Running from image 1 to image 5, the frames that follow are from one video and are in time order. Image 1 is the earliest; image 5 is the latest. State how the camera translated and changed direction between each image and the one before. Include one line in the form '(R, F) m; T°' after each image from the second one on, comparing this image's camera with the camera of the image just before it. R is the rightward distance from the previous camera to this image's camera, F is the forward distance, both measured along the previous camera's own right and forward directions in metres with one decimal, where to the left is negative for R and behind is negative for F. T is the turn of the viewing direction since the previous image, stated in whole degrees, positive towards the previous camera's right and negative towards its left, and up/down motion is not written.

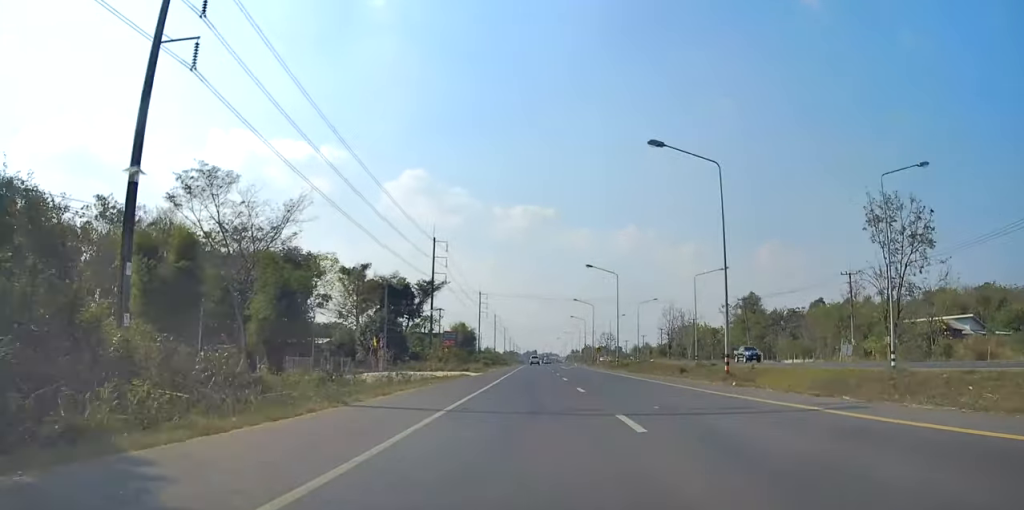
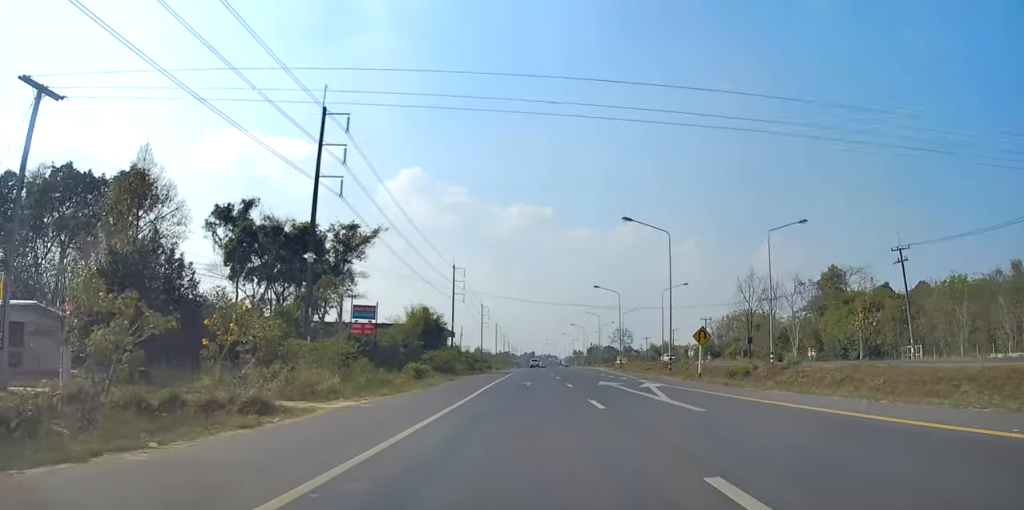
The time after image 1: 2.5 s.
(+0.2, +54.8) m; 0°
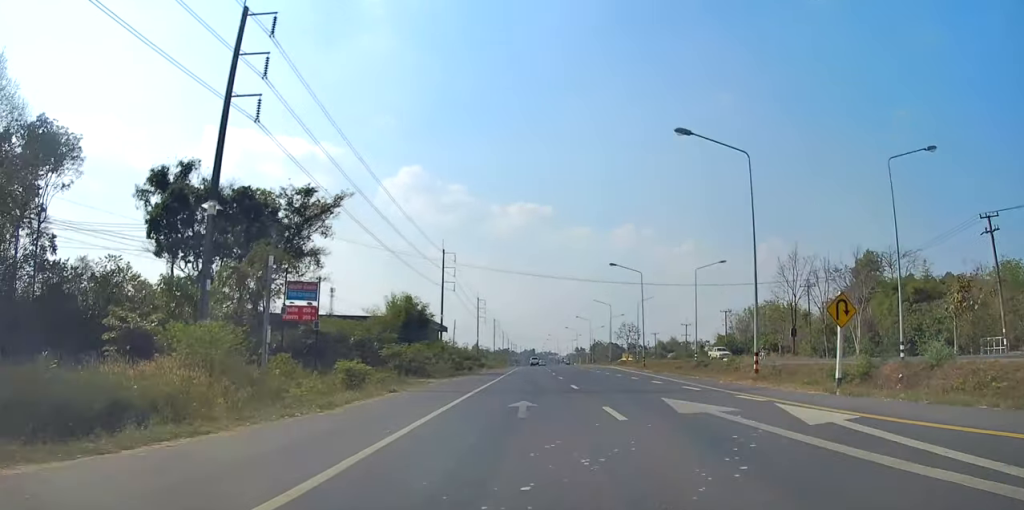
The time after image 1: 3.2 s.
(-0.1, +15.9) m; 0°
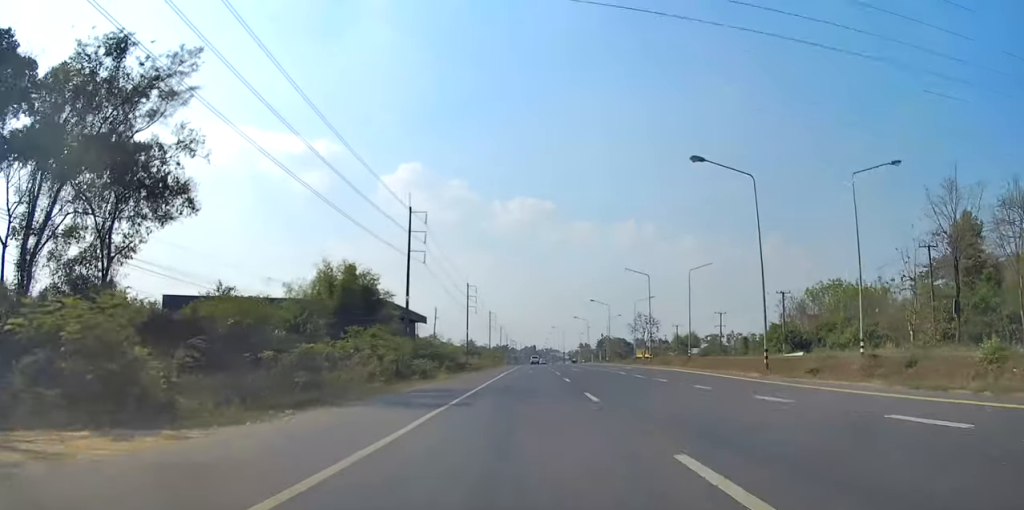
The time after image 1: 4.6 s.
(+0.3, +30.5) m; +1°
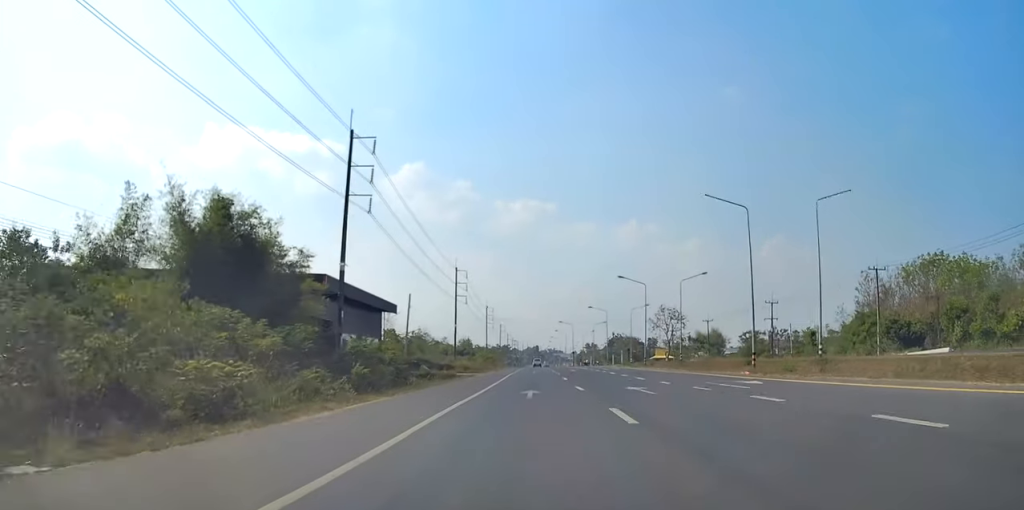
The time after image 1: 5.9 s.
(+0.2, +29.8) m; 0°
